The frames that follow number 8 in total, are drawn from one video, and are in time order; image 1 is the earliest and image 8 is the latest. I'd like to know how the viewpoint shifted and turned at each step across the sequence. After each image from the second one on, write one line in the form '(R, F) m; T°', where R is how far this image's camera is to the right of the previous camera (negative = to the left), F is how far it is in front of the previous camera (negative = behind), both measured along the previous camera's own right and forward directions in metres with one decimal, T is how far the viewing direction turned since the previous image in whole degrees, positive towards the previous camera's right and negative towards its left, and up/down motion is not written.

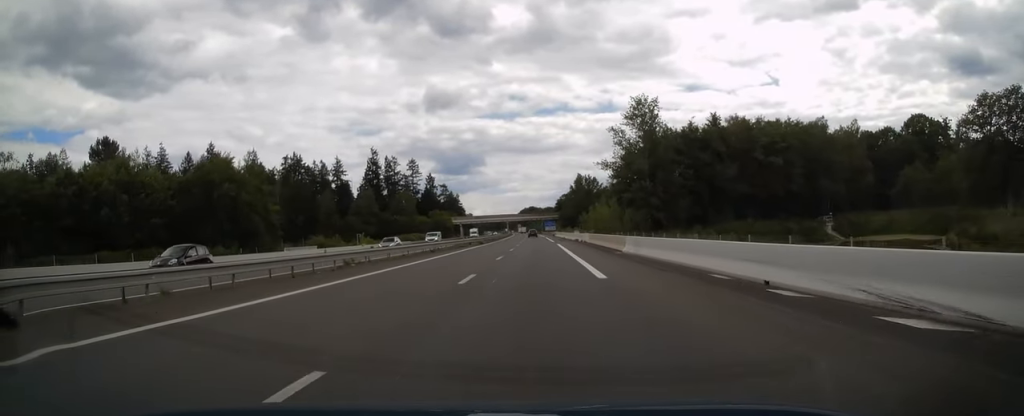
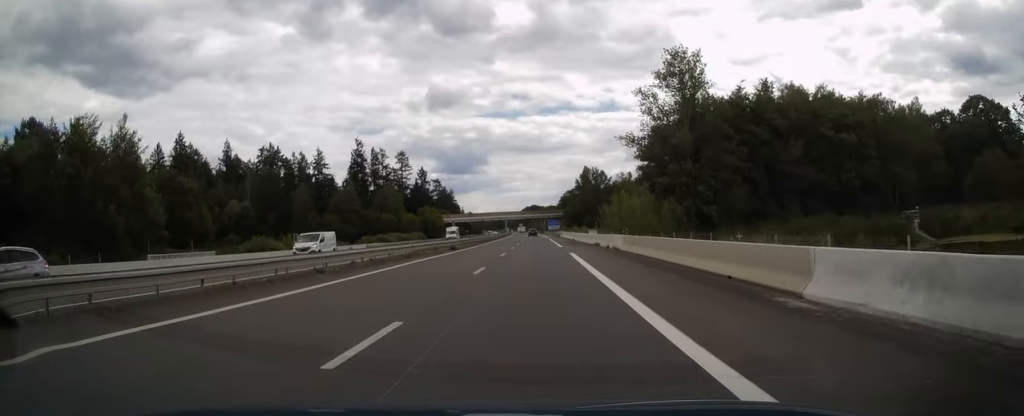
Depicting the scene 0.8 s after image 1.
(0.0, +22.7) m; 0°
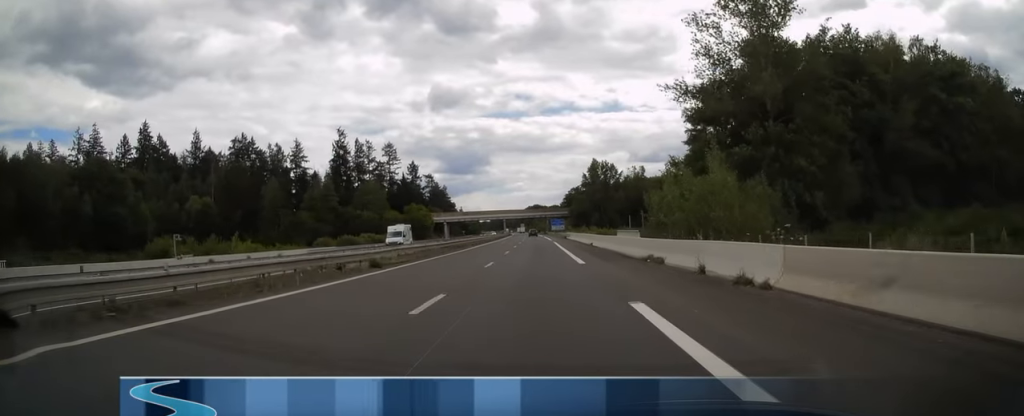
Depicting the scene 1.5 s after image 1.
(0.0, +22.2) m; 0°
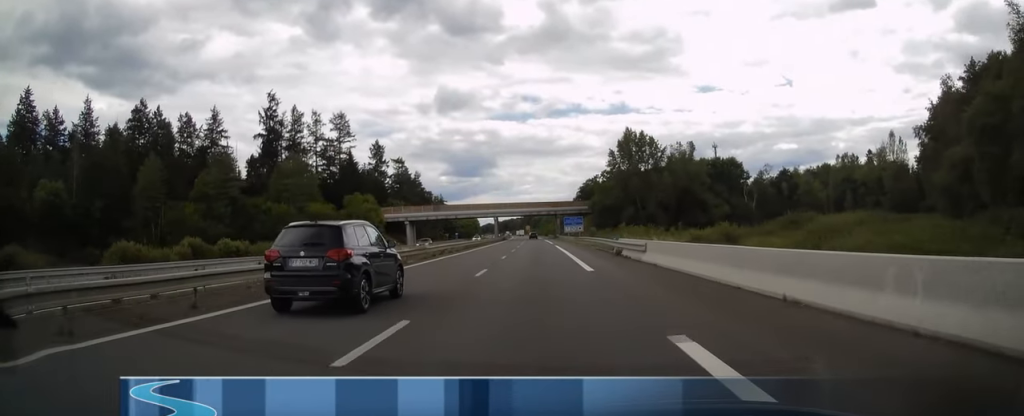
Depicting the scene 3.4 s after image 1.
(0.0, +55.7) m; 0°
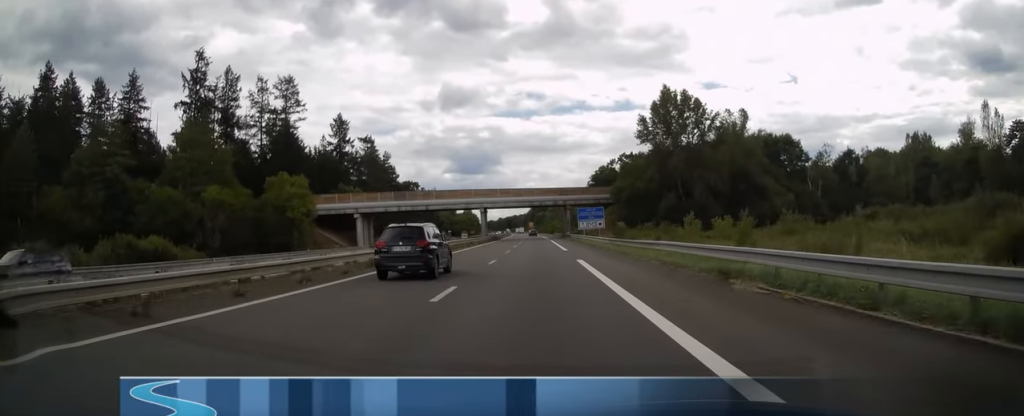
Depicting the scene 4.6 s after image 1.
(0.0, +34.0) m; 0°
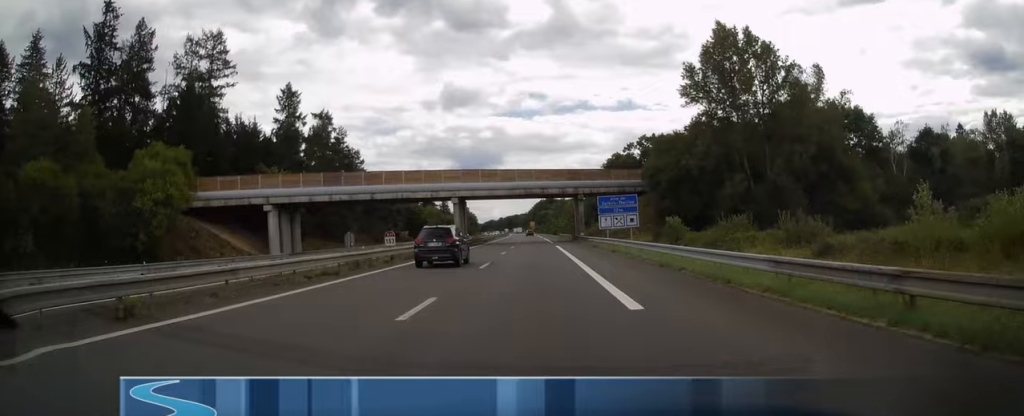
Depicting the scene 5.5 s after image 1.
(0.0, +28.6) m; -1°
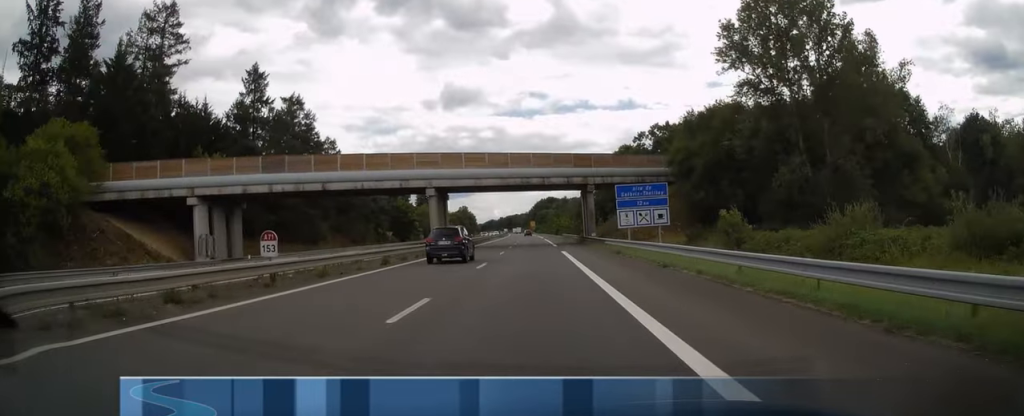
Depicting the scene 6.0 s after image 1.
(-0.1, +13.3) m; 0°
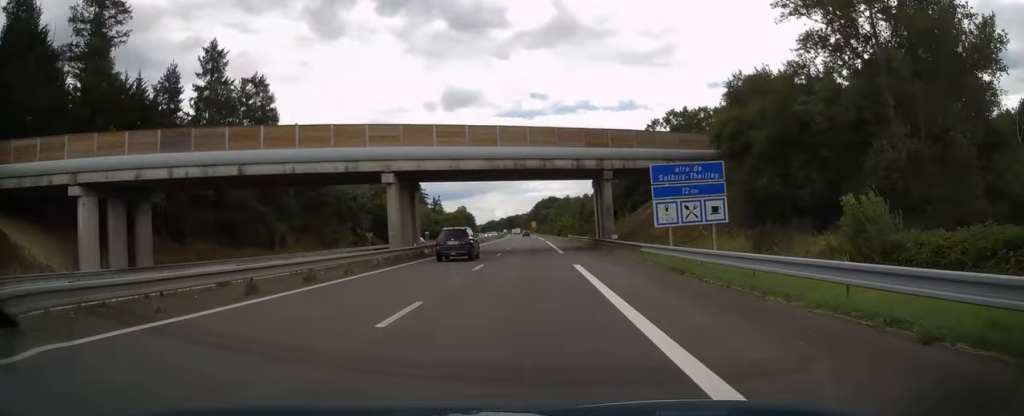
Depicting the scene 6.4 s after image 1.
(0.0, +13.3) m; 0°
